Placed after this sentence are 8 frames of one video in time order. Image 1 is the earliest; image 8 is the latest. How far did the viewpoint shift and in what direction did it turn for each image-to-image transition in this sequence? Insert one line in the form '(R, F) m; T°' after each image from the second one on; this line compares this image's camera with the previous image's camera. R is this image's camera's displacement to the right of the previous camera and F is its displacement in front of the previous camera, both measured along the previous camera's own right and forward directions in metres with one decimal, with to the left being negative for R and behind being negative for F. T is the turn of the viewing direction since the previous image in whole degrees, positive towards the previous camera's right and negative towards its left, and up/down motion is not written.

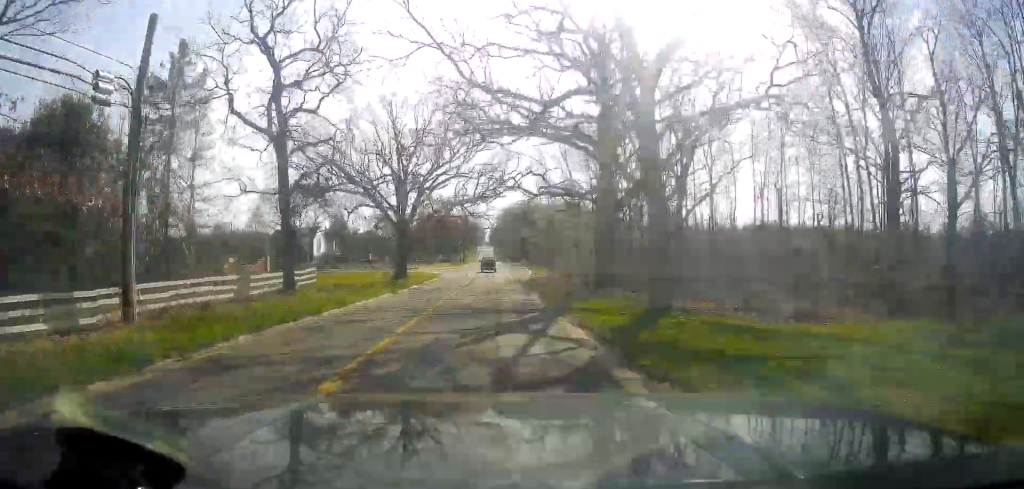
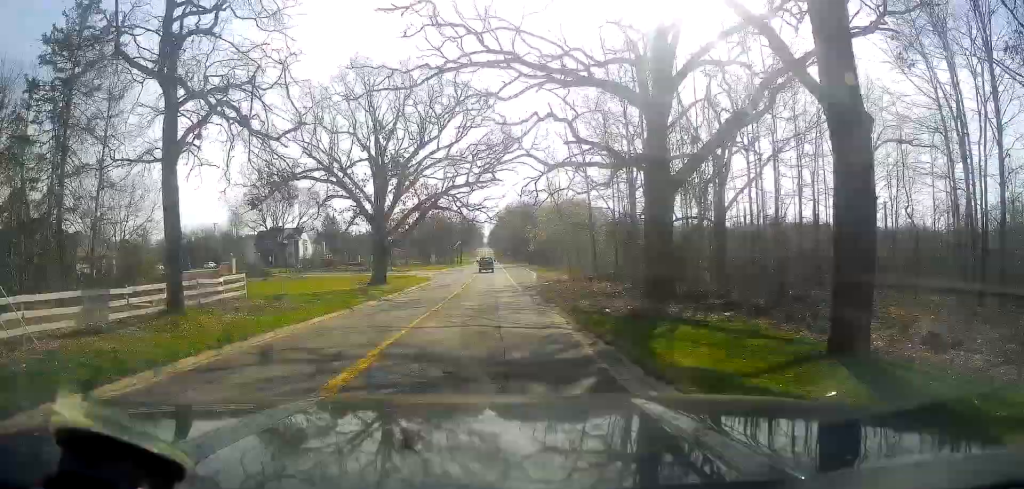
(0.0, +10.5) m; 0°
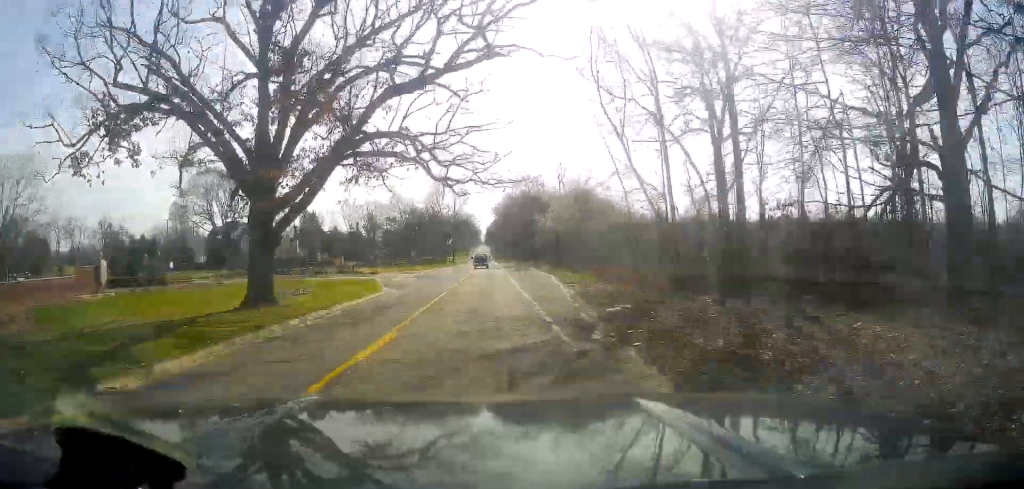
(-0.2, +24.5) m; 0°
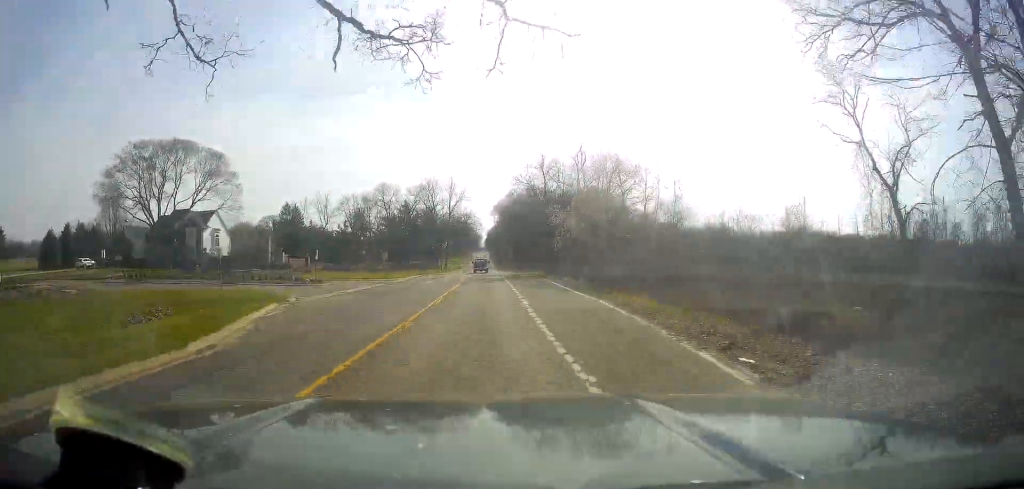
(+0.1, +22.7) m; -1°
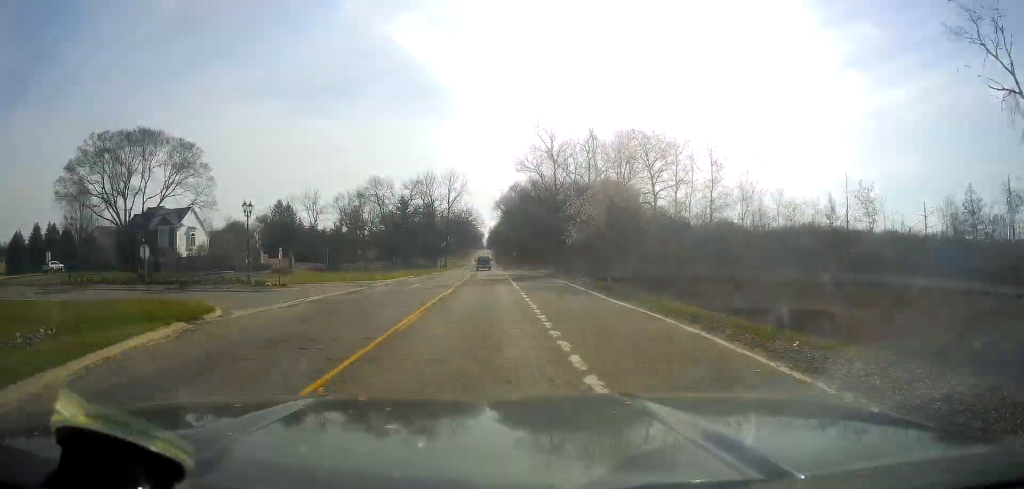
(-0.1, +9.3) m; -1°
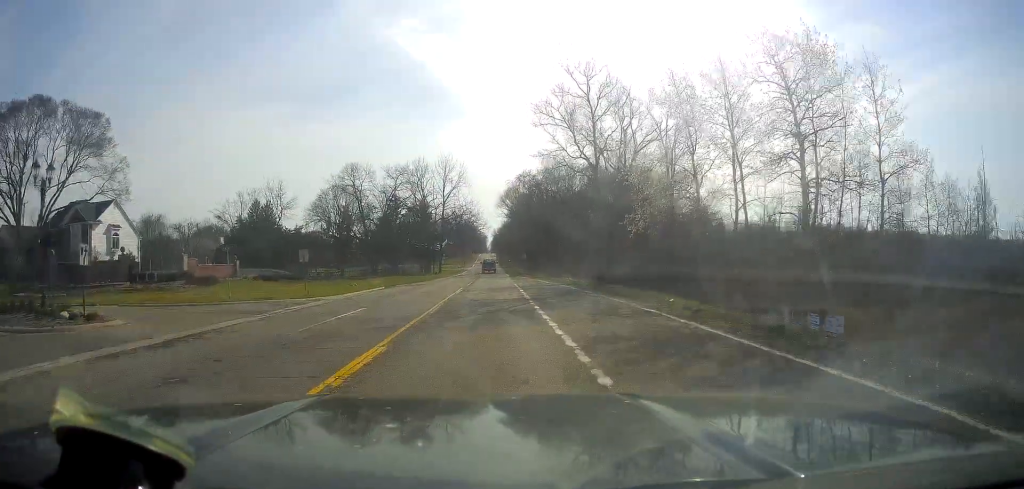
(-0.1, +21.9) m; 0°
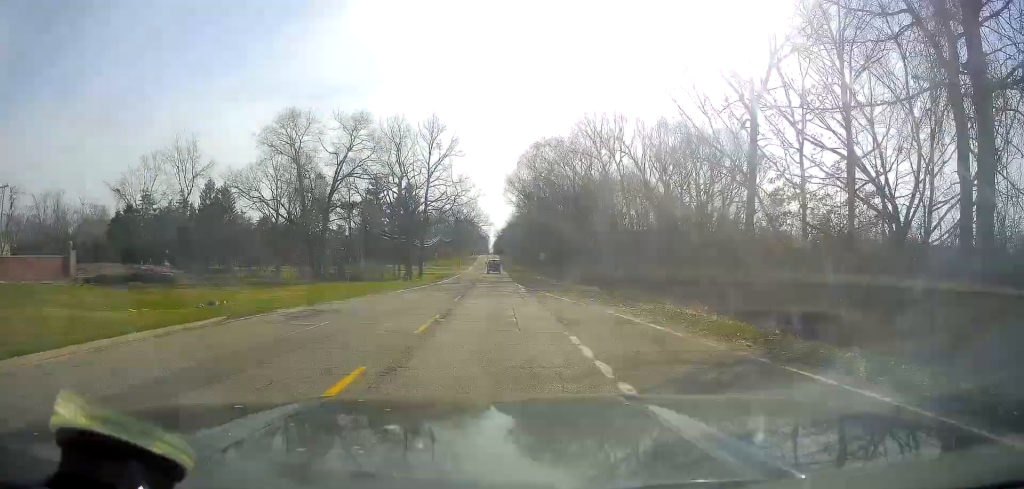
(+0.1, +32.2) m; 0°
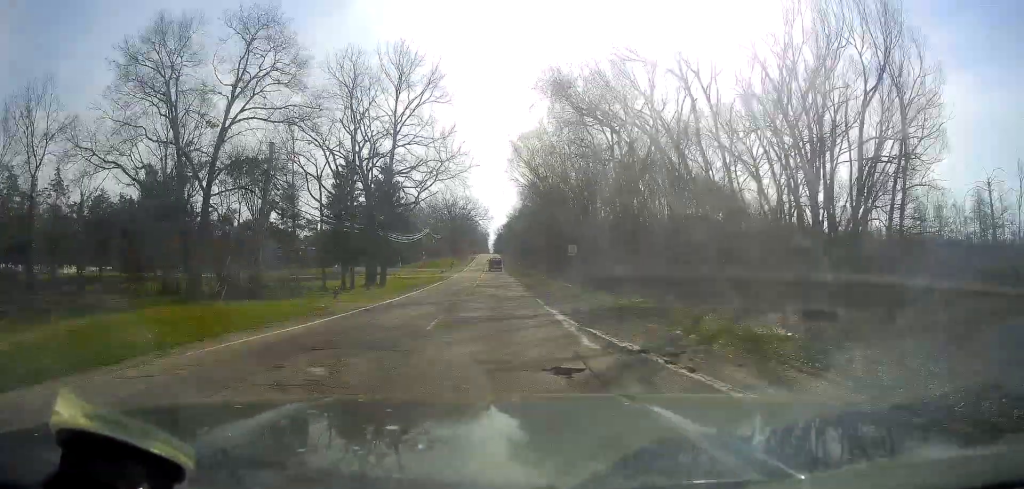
(0.0, +26.4) m; 0°
